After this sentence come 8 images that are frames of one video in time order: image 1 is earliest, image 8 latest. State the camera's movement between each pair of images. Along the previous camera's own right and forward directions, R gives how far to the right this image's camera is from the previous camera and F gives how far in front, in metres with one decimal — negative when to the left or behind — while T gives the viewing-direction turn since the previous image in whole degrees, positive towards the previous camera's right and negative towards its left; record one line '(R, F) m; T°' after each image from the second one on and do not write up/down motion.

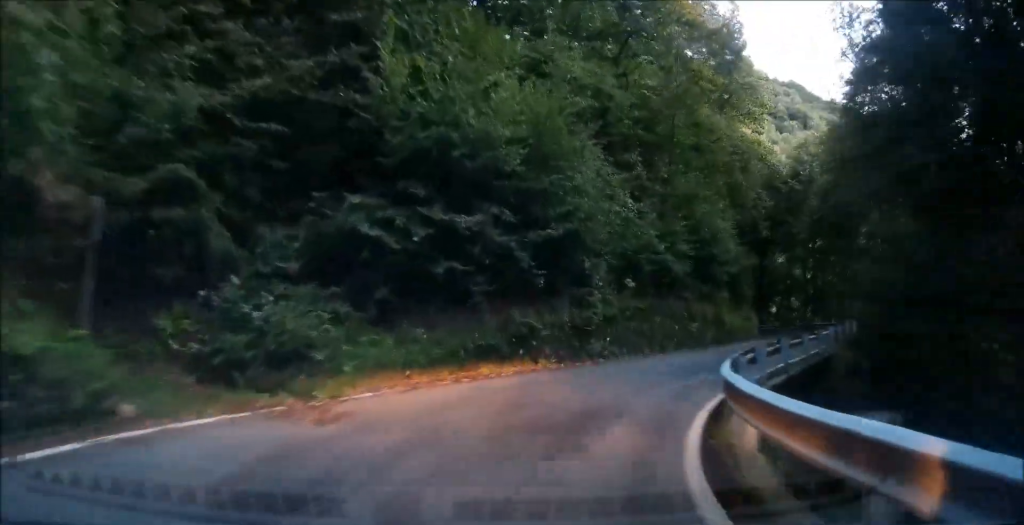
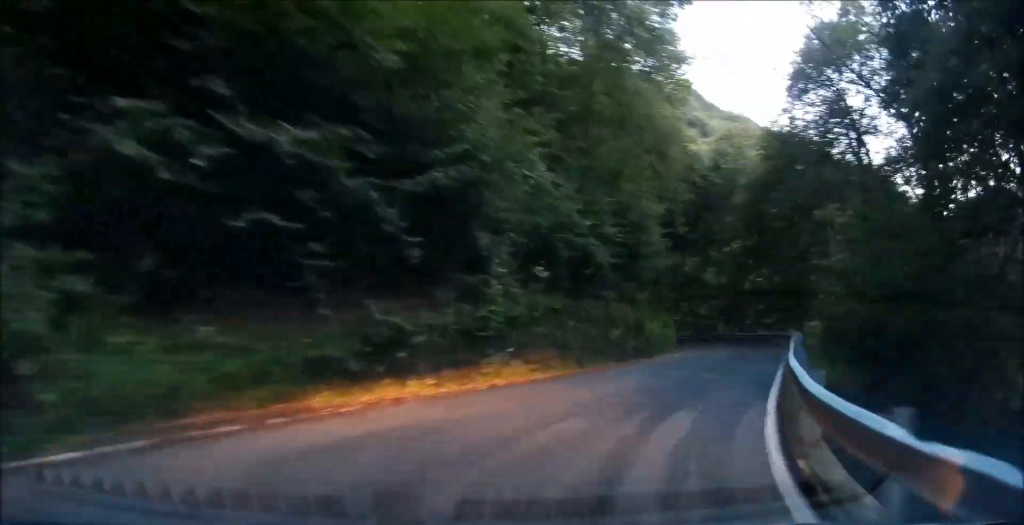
(+0.2, +5.4) m; +3°
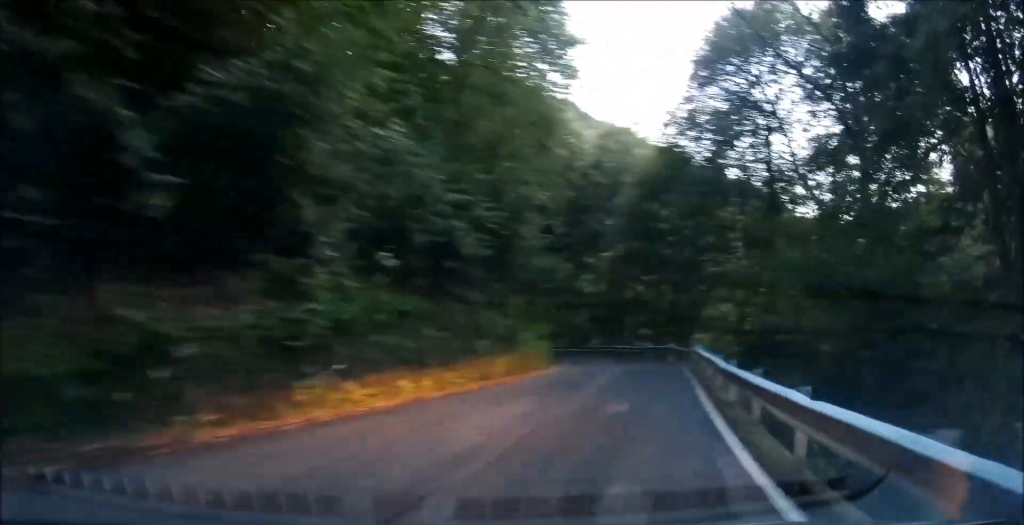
(0.0, +3.7) m; +1°
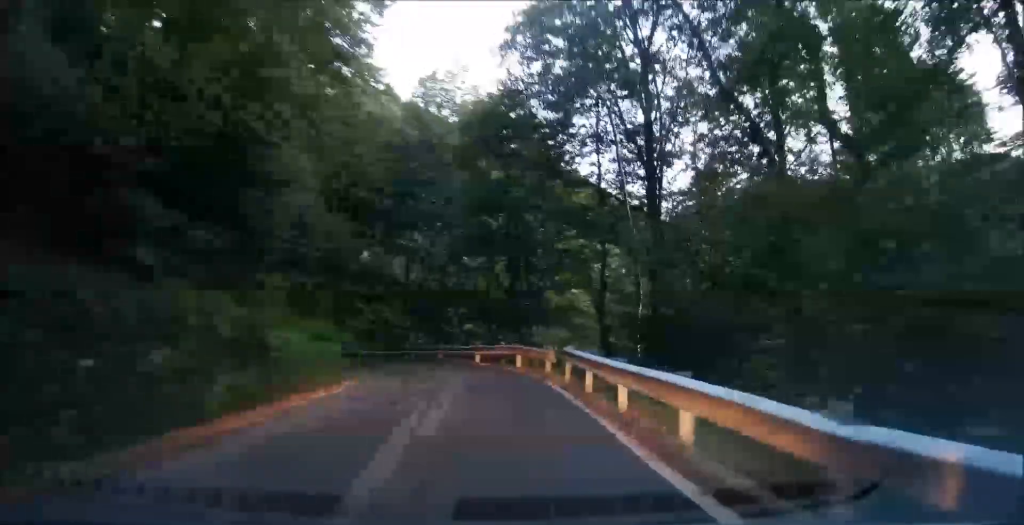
(+0.1, +7.9) m; +2°
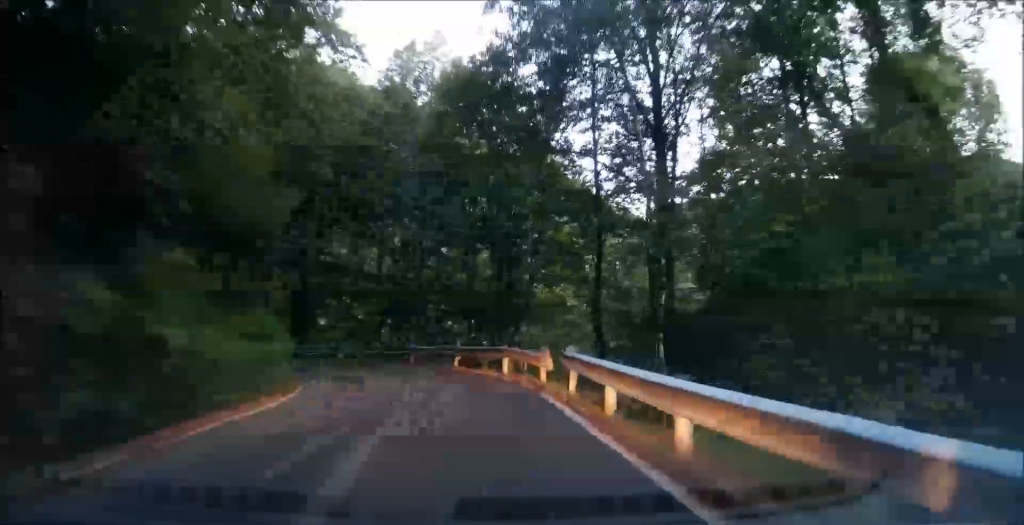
(+0.1, +3.4) m; 0°
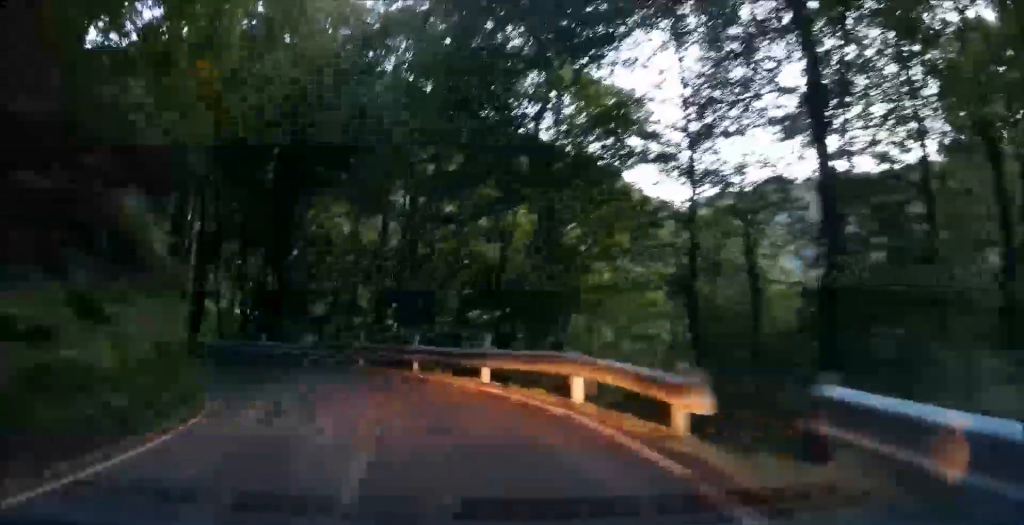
(-0.1, +7.5) m; -5°
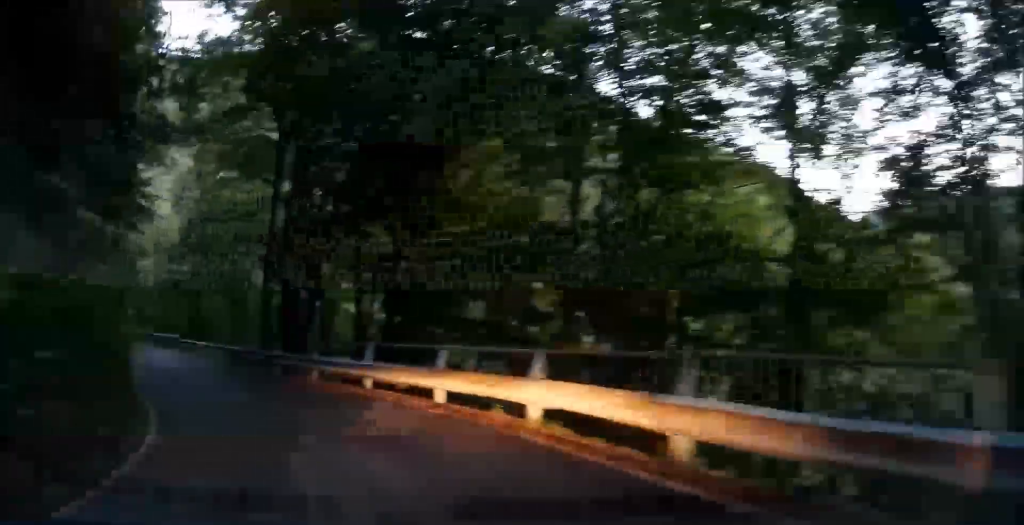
(-0.7, +8.8) m; -6°
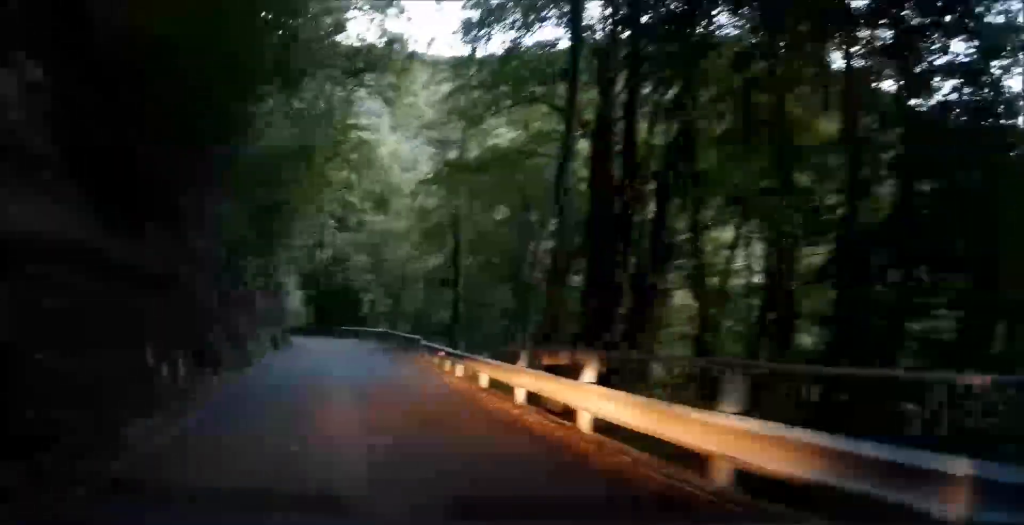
(-0.4, +11.2) m; -7°
